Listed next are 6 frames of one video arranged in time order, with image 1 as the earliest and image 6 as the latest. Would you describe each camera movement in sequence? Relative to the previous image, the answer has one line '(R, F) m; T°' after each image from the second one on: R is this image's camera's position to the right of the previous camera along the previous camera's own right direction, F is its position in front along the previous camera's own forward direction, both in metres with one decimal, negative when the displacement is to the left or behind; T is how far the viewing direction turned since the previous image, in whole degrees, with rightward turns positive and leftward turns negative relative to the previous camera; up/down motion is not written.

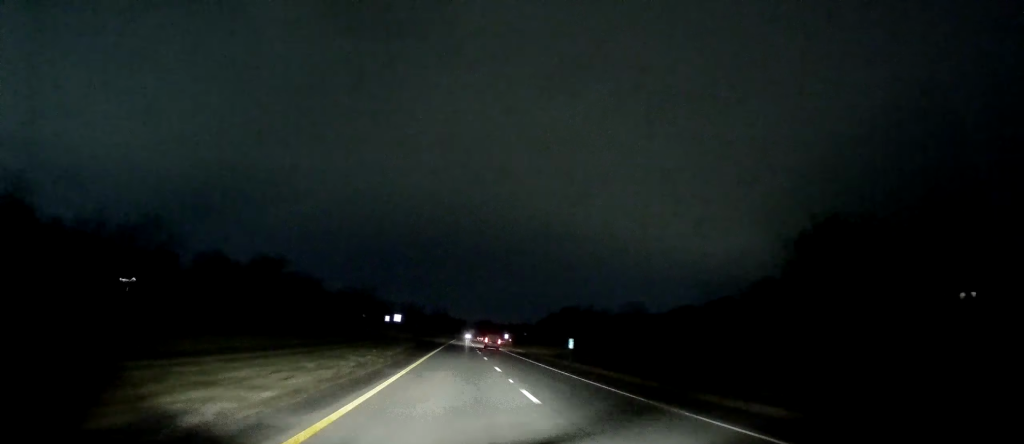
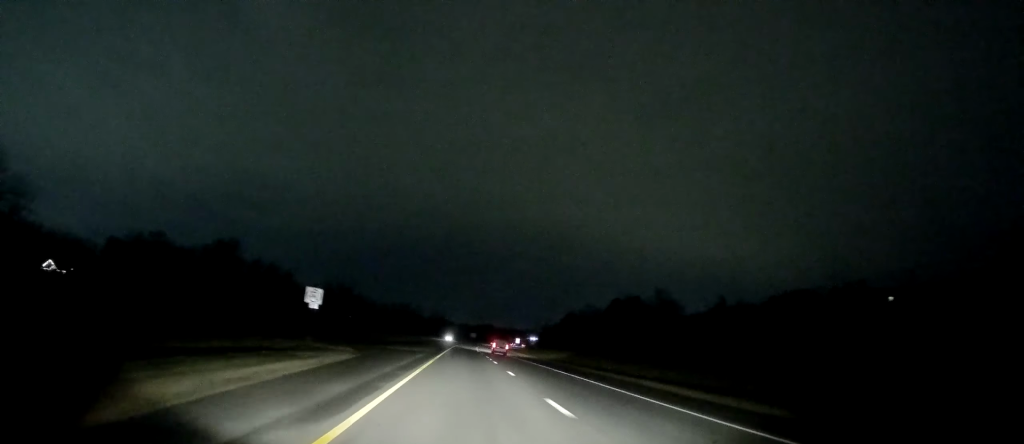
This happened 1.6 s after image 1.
(-0.8, +50.3) m; -2°
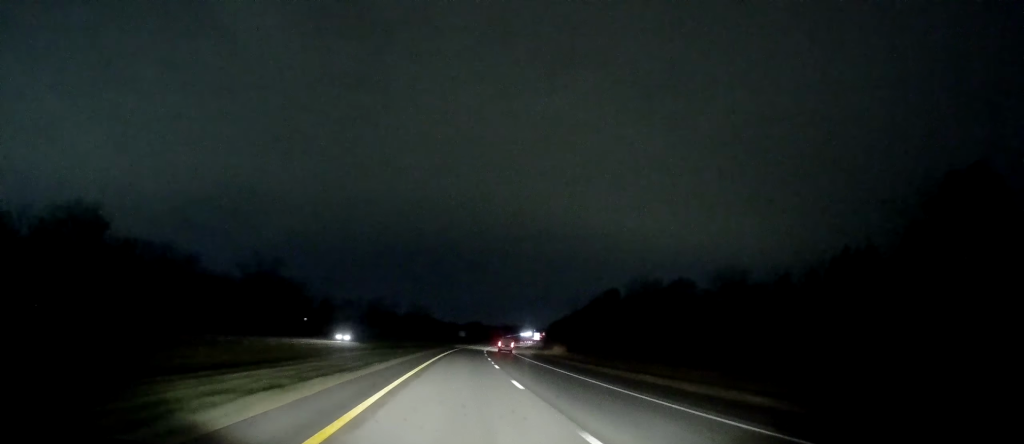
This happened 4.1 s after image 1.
(-0.8, +79.4) m; 0°
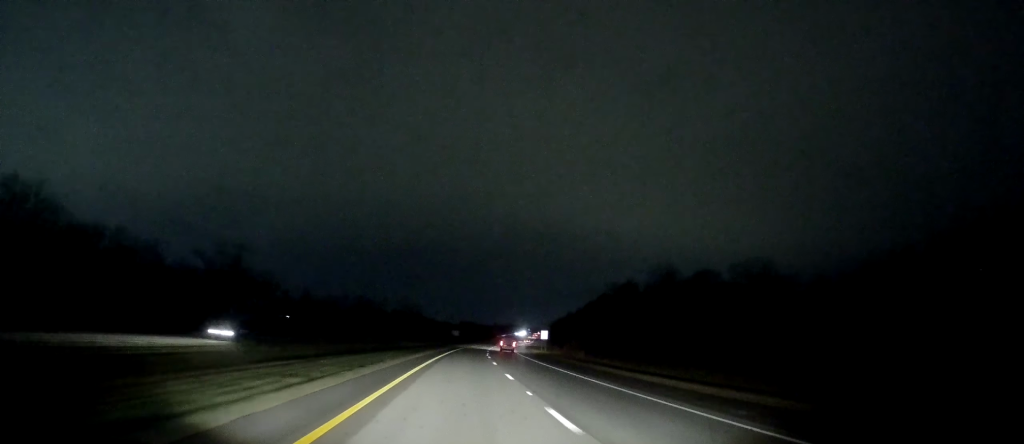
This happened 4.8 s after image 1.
(+0.1, +20.8) m; 0°
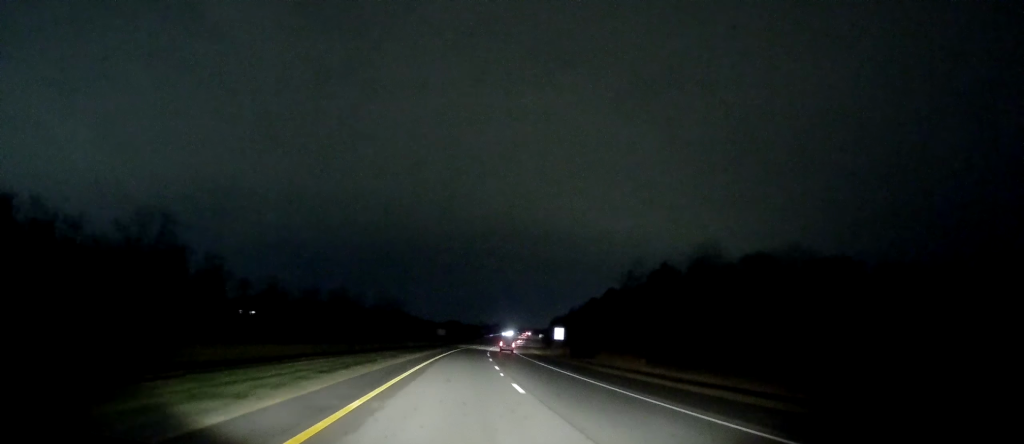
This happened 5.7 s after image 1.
(0.0, +29.0) m; 0°
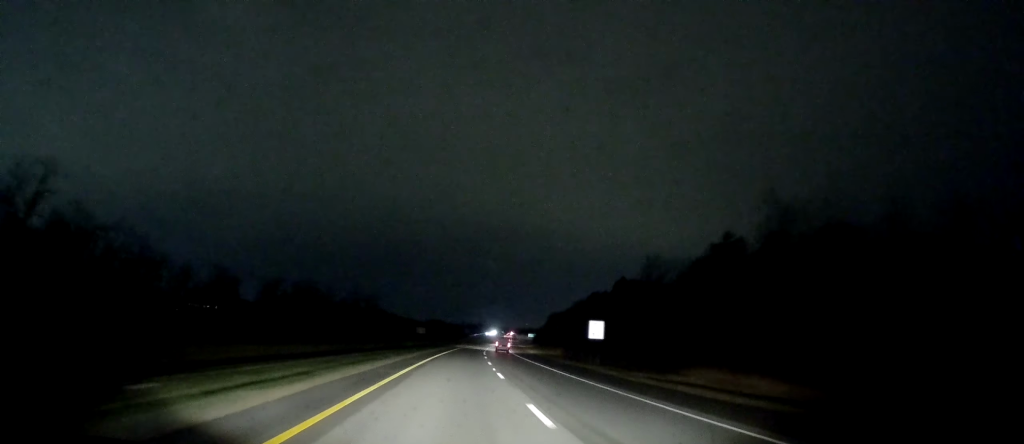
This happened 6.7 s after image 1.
(+0.2, +30.2) m; +1°
